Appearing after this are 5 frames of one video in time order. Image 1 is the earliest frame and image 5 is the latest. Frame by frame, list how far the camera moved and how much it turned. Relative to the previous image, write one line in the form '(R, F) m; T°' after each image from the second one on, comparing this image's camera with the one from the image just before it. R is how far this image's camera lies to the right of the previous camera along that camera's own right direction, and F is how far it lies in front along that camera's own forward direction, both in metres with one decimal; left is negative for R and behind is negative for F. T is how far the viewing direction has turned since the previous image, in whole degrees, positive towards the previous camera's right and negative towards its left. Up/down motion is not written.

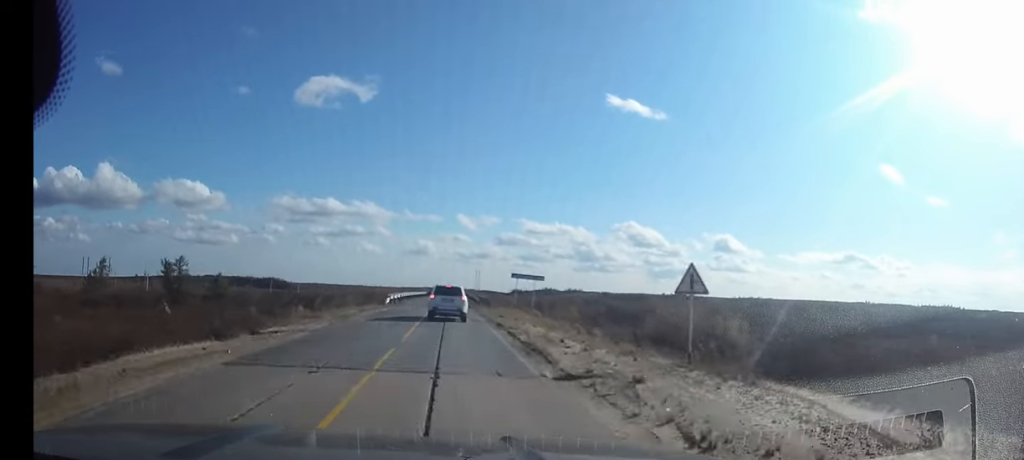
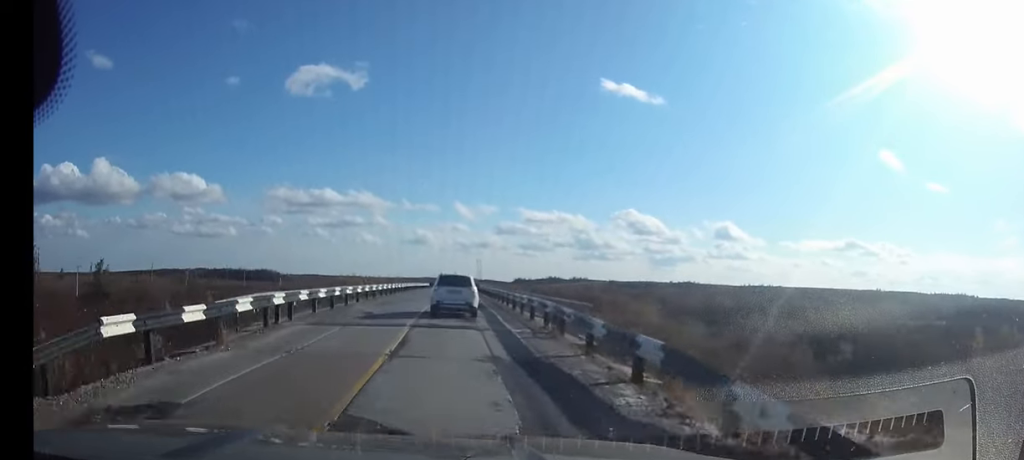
(0.0, +44.2) m; 0°
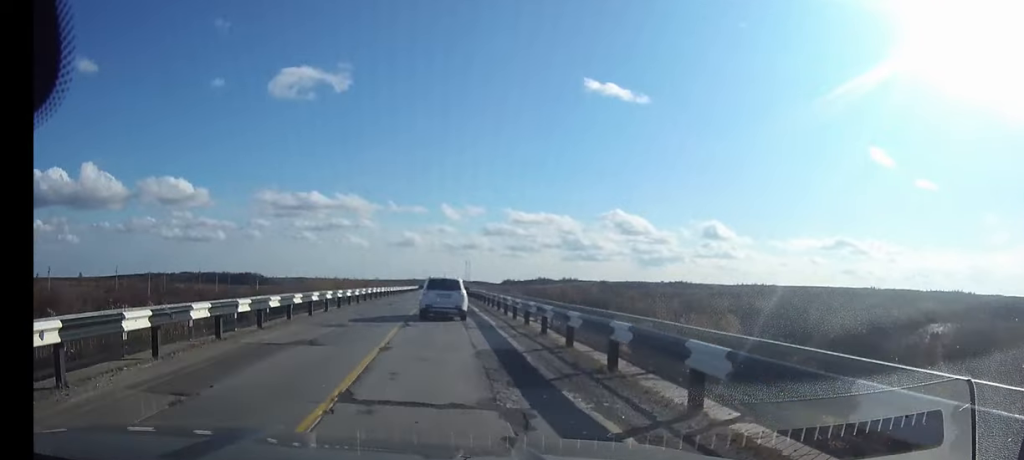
(+0.1, +22.7) m; 0°
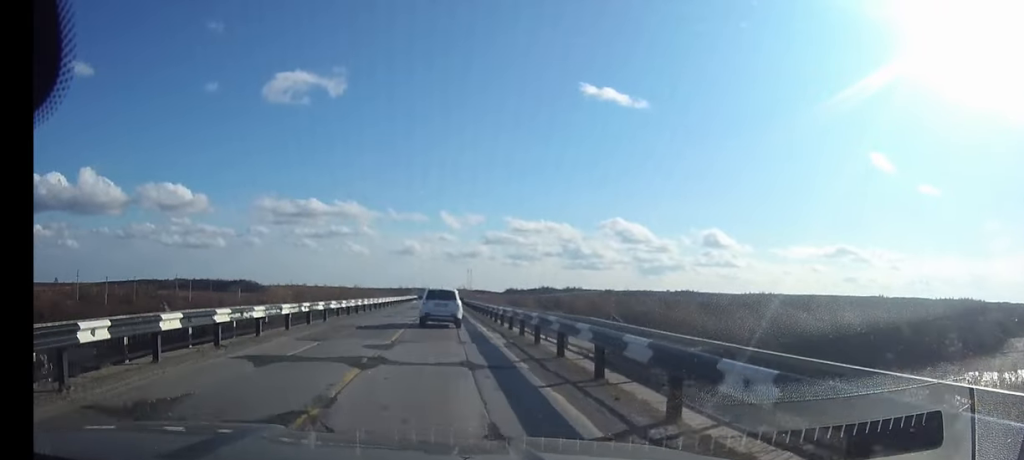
(0.0, +31.3) m; 0°
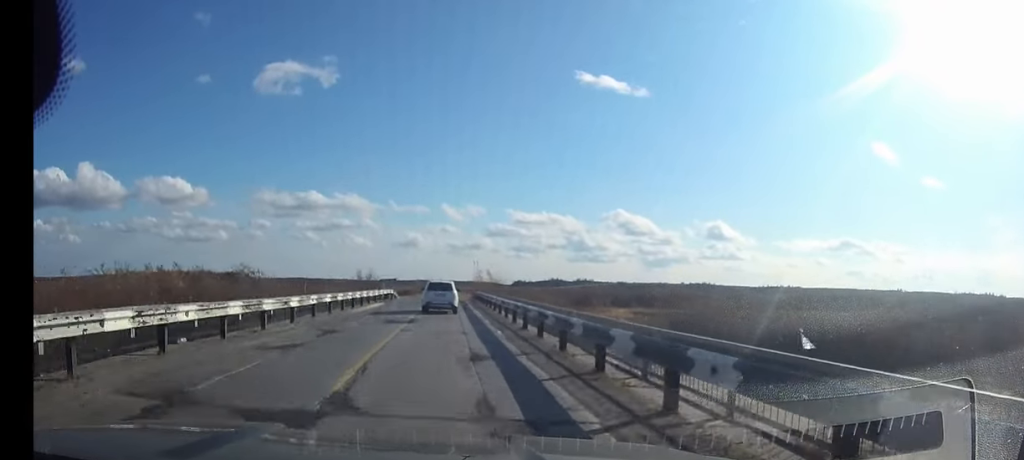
(-0.2, +59.2) m; 0°
